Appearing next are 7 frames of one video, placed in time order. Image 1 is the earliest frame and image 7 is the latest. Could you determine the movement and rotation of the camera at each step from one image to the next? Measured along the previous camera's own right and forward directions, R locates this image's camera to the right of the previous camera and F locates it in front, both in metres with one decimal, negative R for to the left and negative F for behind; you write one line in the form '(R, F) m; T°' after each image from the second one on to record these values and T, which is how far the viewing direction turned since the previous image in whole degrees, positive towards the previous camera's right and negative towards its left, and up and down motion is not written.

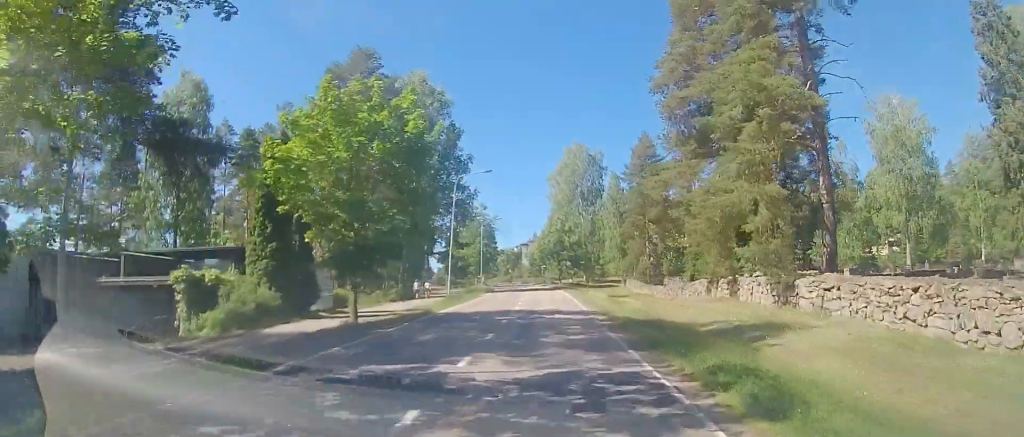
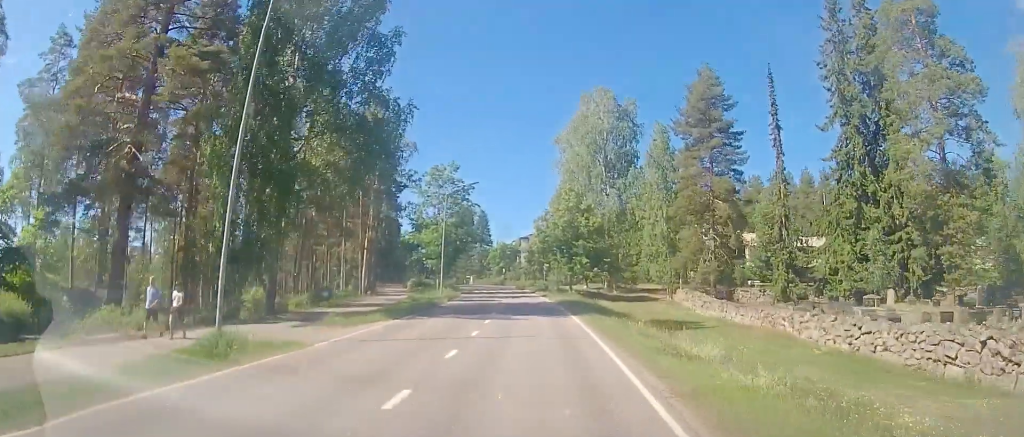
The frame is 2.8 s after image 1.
(-0.9, +30.8) m; -2°
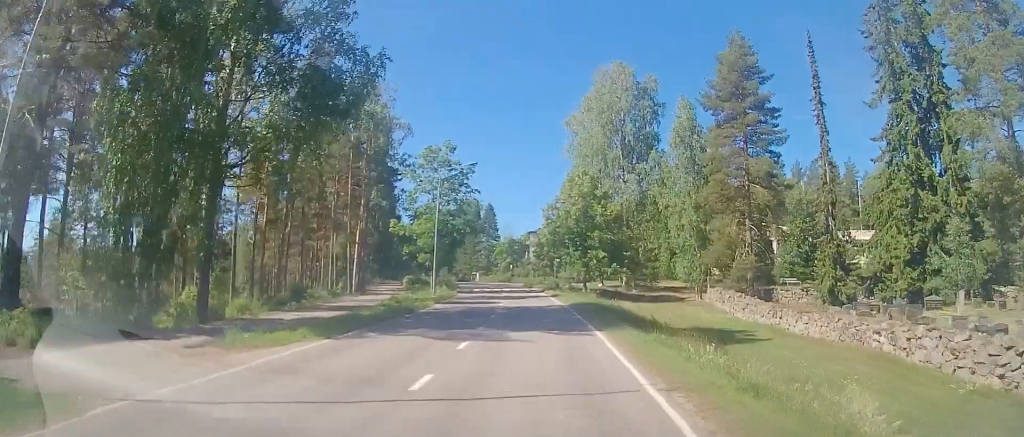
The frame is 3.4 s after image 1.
(+0.2, +6.9) m; +1°
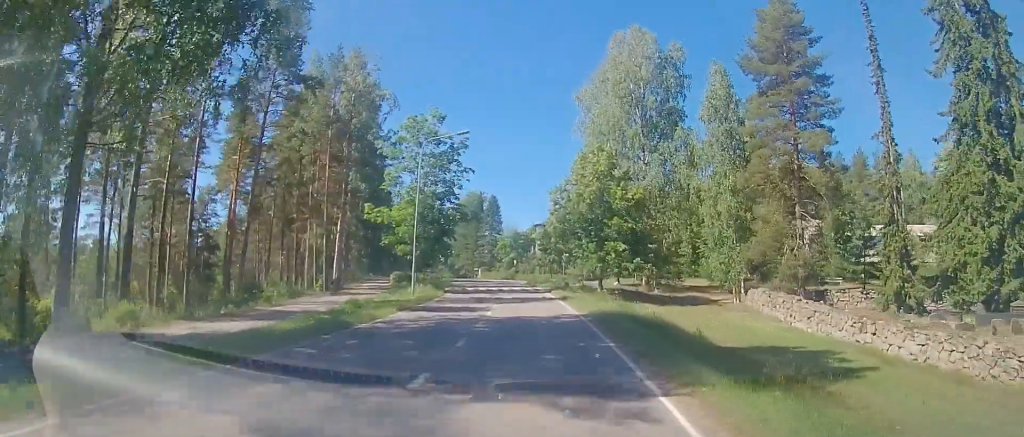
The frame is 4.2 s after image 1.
(0.0, +8.0) m; -1°
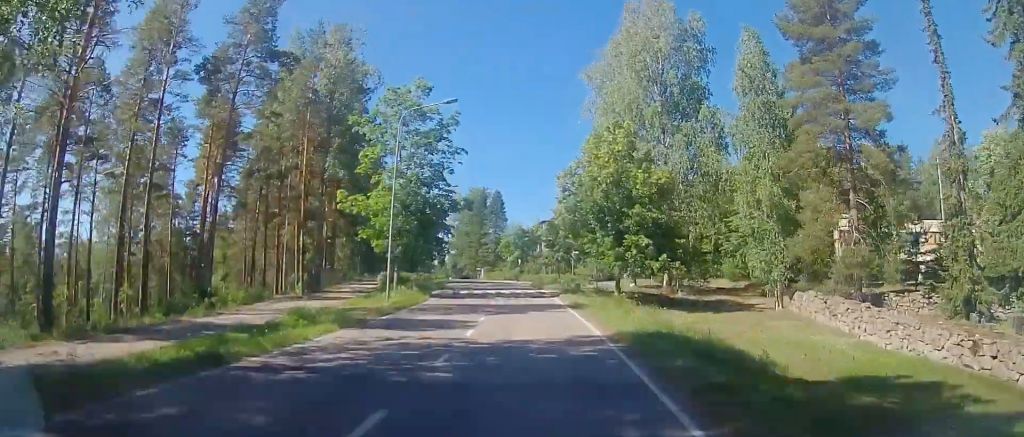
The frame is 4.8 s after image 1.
(0.0, +6.2) m; -1°
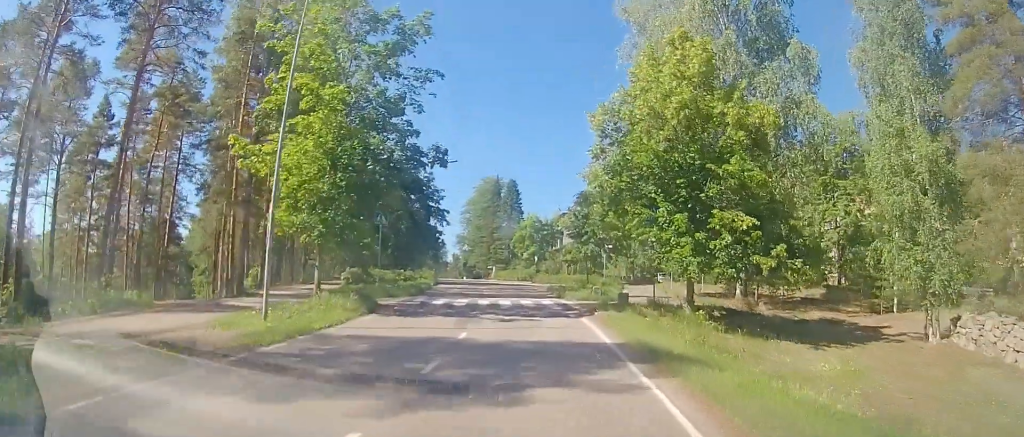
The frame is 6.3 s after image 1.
(-0.1, +12.6) m; -1°
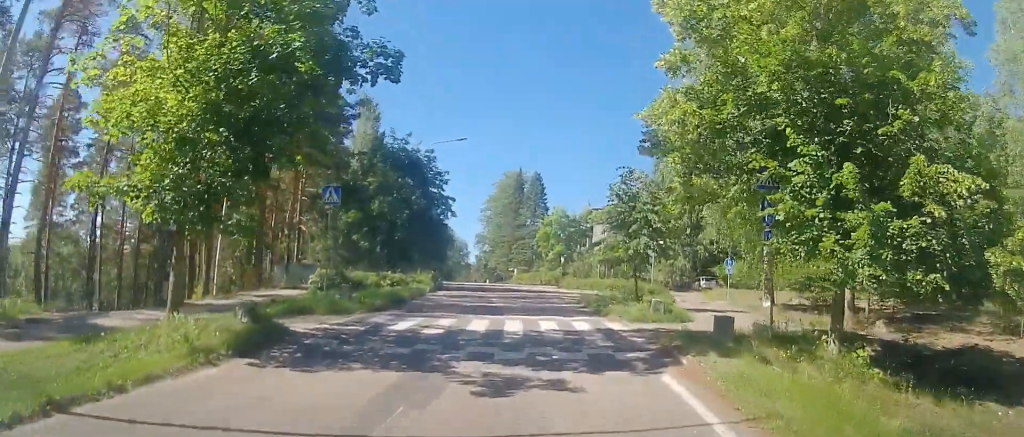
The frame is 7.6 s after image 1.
(-0.2, +8.9) m; -2°
